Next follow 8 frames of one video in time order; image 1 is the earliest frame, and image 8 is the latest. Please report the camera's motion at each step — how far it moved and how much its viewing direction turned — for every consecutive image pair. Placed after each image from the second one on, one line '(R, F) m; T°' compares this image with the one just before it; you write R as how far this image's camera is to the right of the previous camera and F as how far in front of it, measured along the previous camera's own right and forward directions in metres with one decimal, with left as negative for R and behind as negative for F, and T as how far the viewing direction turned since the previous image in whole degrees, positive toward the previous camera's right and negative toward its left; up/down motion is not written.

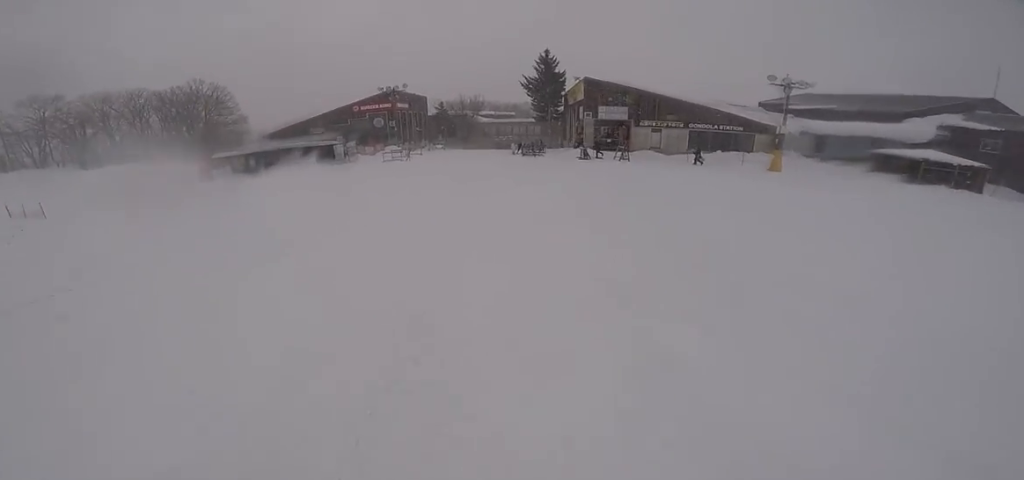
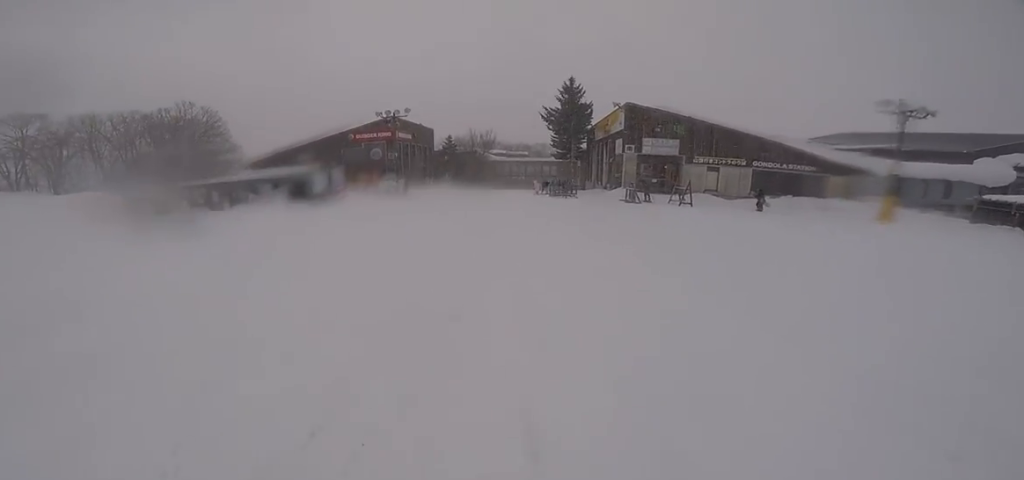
(0.0, +6.5) m; 0°
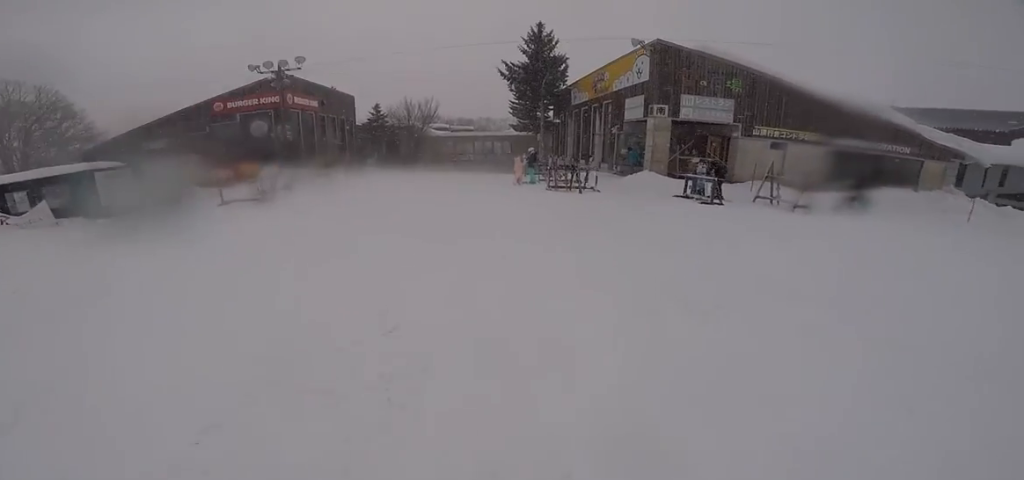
(+1.1, +10.8) m; +16°
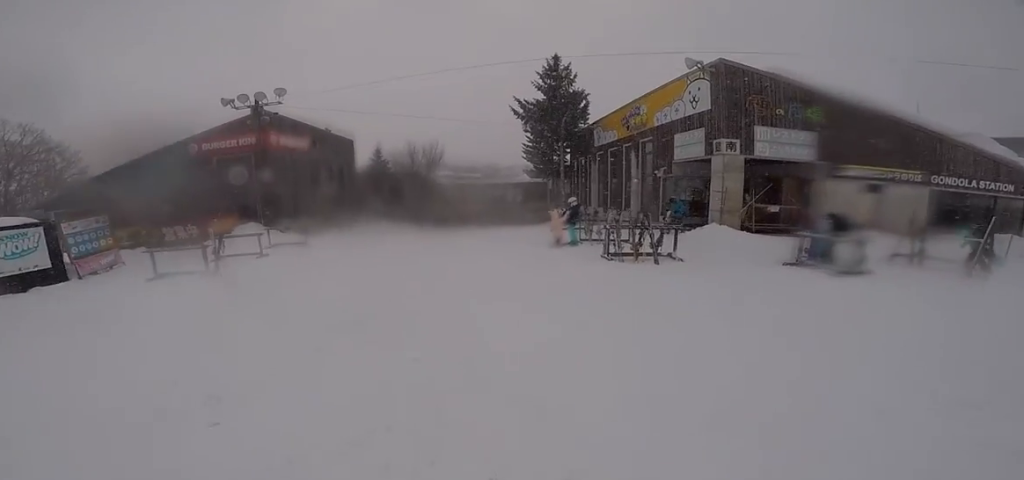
(+0.9, +4.5) m; +5°
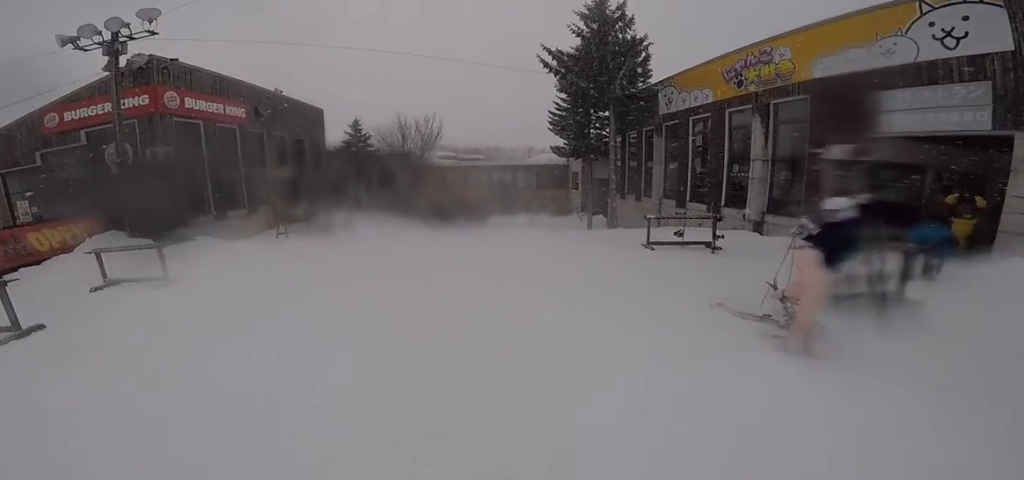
(-0.6, +7.9) m; -3°
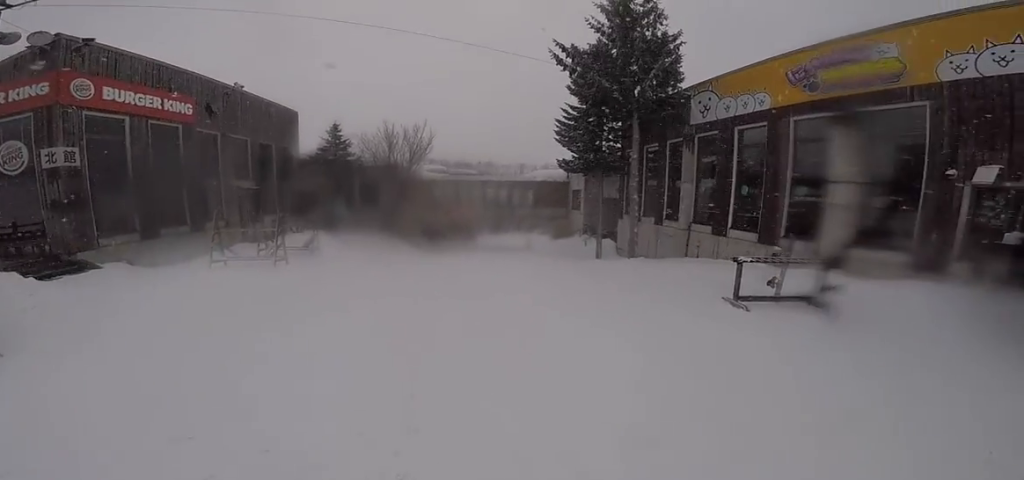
(+0.3, +3.6) m; -1°
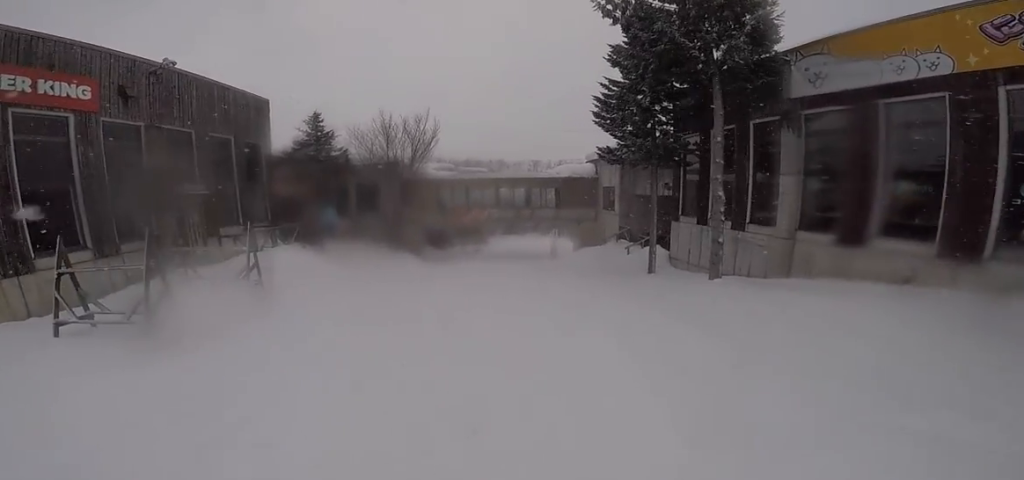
(-0.5, +5.1) m; +1°
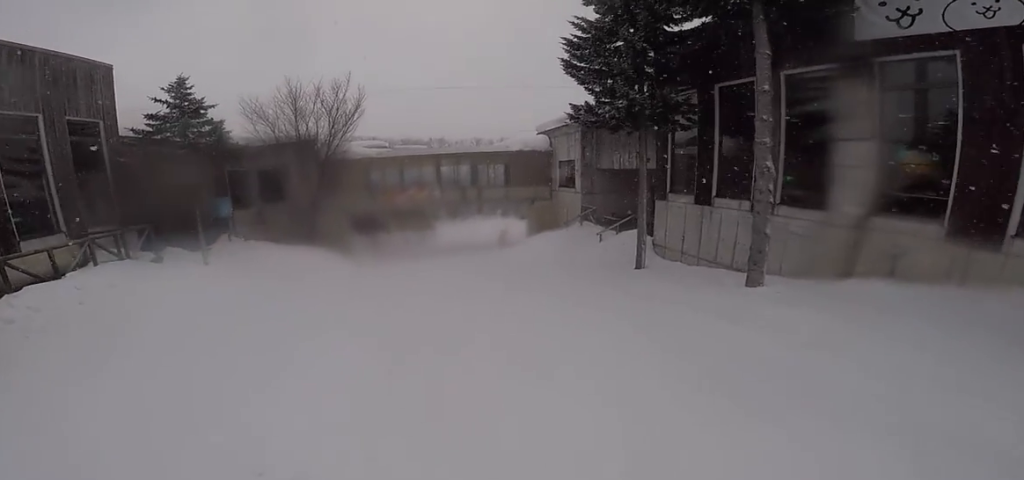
(+0.7, +5.2) m; +6°
